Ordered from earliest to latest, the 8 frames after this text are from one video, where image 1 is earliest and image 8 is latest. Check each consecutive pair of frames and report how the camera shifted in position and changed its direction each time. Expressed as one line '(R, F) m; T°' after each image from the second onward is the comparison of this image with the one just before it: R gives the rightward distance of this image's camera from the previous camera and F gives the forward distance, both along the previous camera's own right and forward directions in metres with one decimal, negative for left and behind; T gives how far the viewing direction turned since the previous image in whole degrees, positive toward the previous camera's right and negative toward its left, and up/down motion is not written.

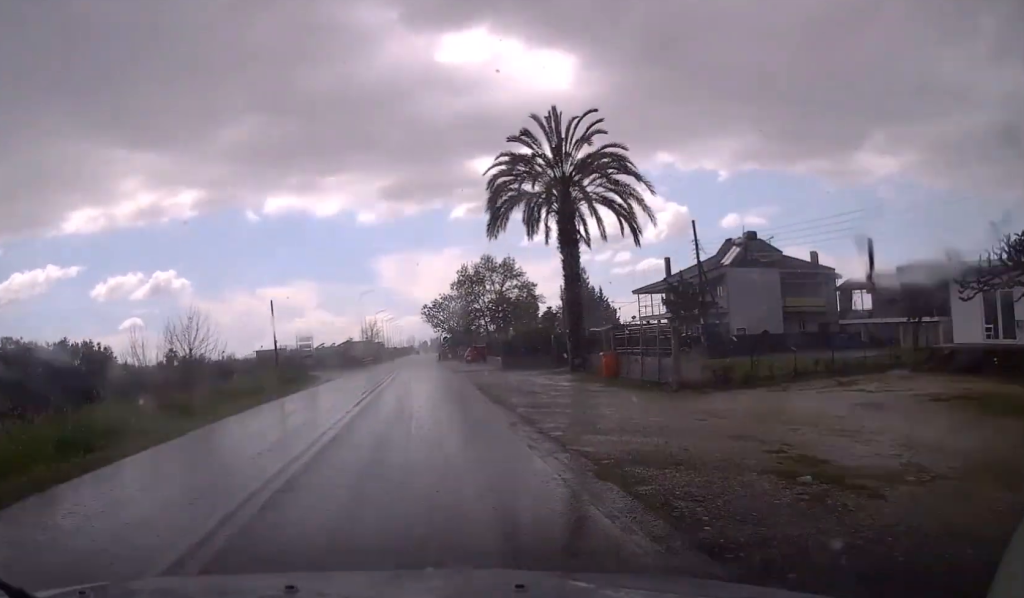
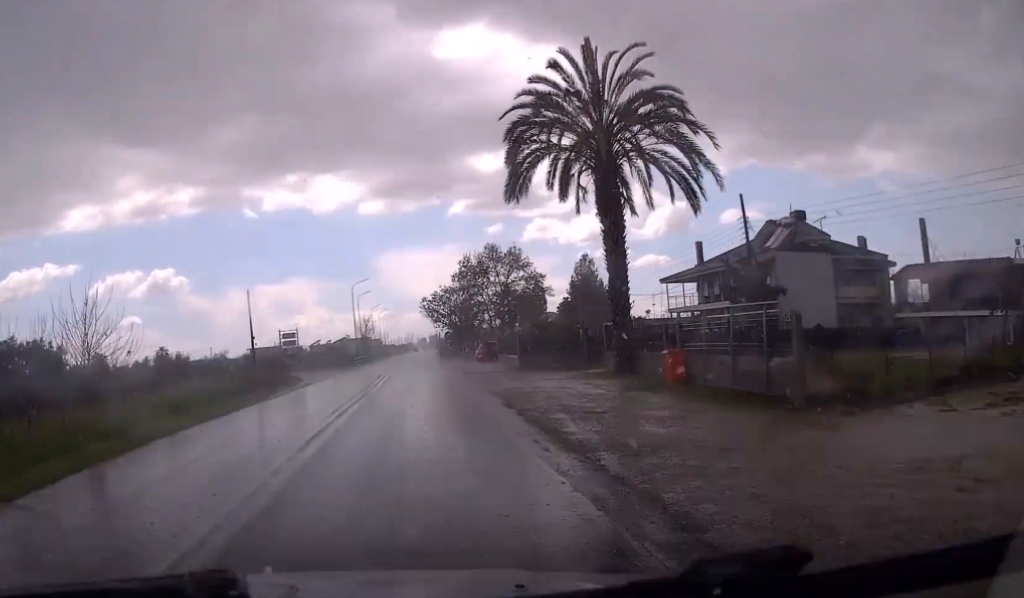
(0.0, +8.5) m; 0°
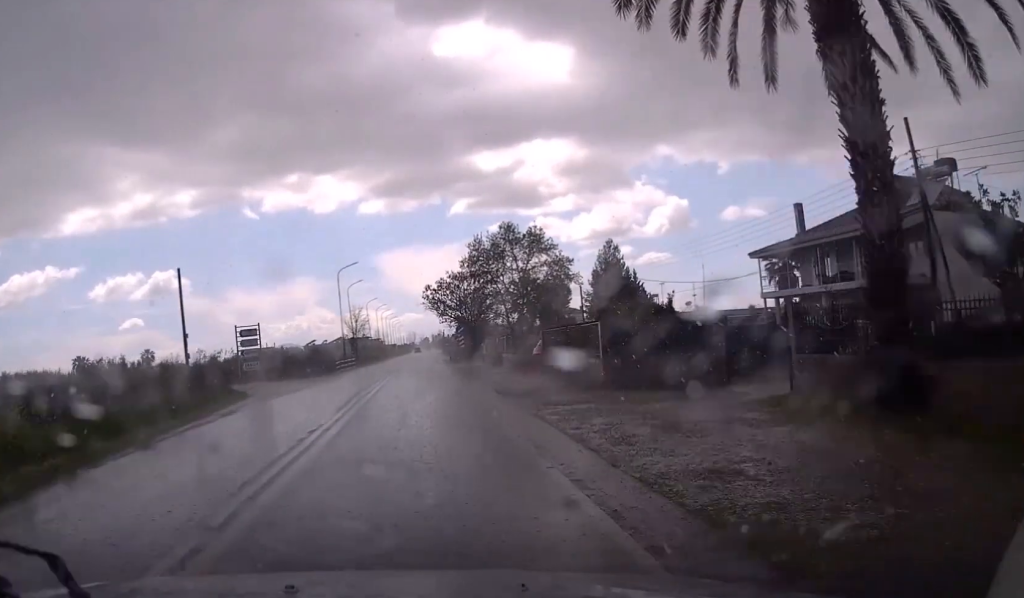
(-0.2, +17.0) m; -1°
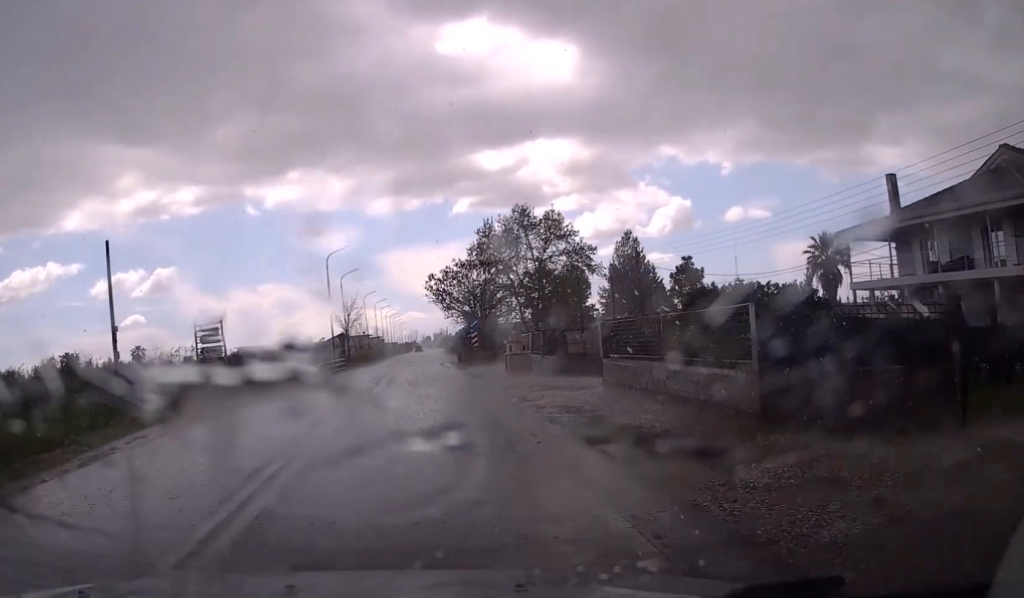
(-0.1, +10.4) m; 0°
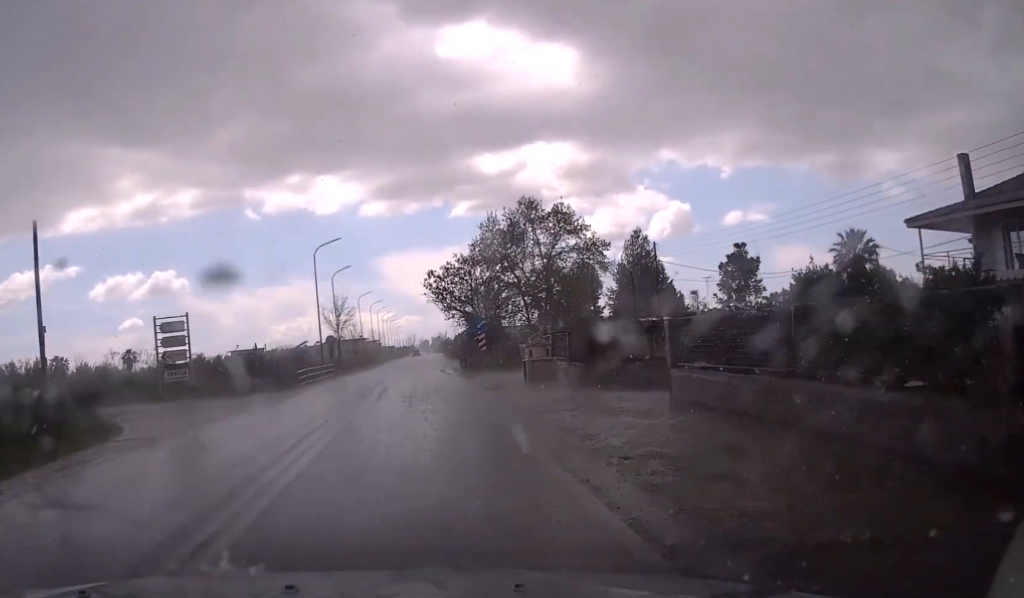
(+0.1, +6.1) m; 0°
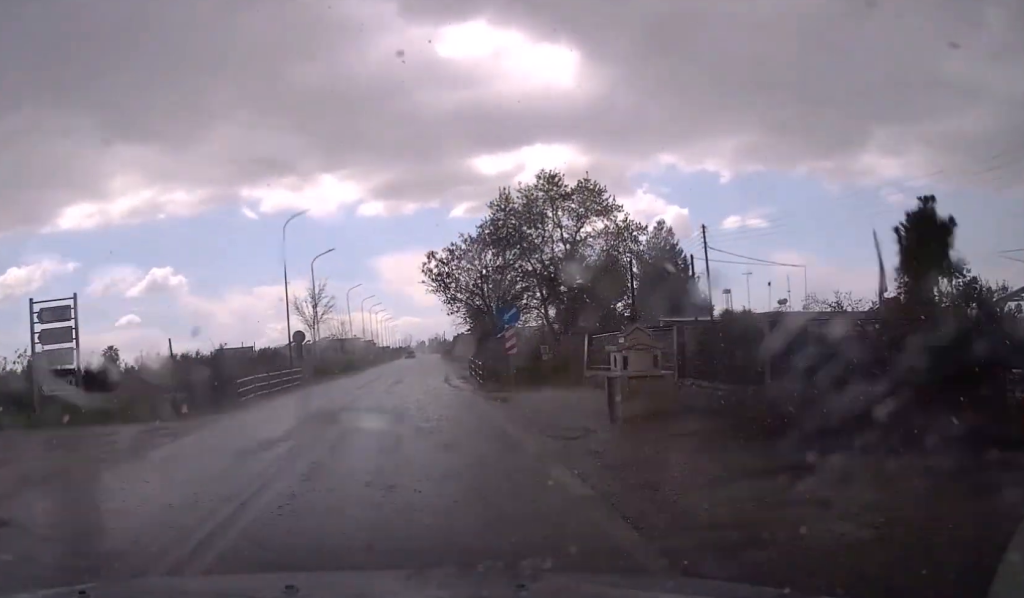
(0.0, +11.7) m; +1°
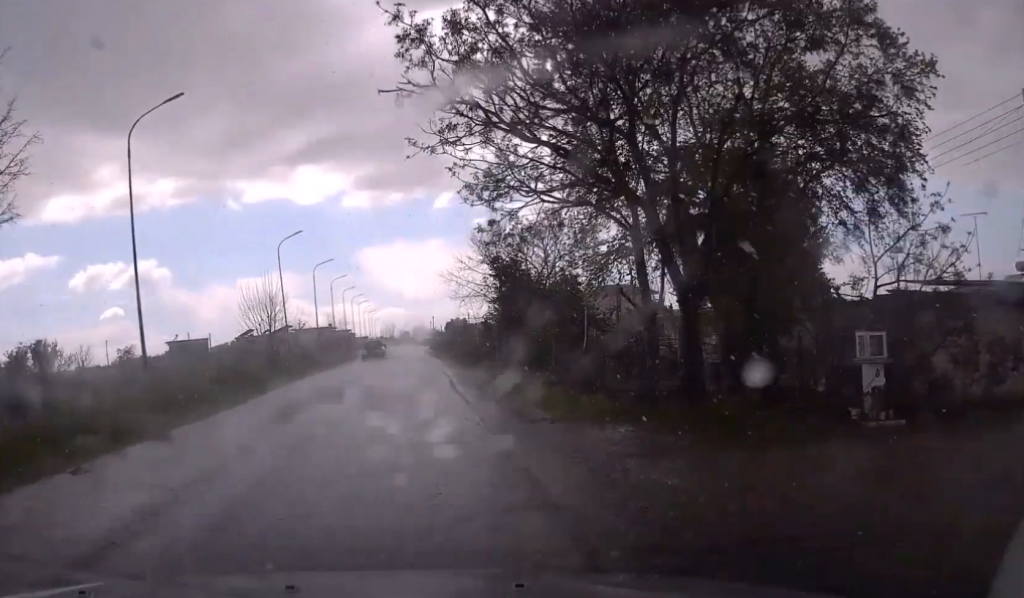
(+0.4, +35.8) m; +1°
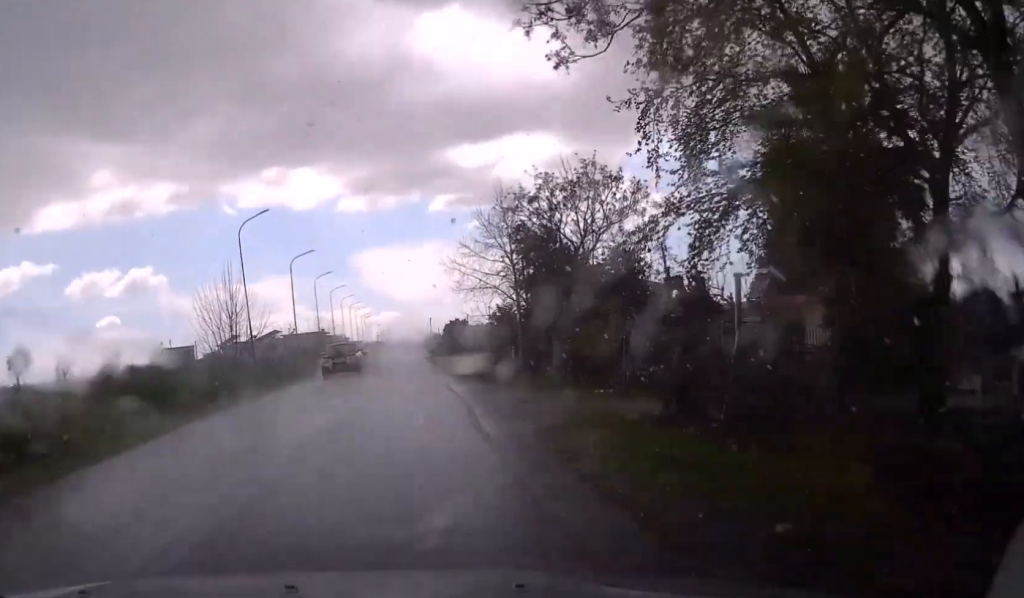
(+0.2, +10.6) m; +1°
